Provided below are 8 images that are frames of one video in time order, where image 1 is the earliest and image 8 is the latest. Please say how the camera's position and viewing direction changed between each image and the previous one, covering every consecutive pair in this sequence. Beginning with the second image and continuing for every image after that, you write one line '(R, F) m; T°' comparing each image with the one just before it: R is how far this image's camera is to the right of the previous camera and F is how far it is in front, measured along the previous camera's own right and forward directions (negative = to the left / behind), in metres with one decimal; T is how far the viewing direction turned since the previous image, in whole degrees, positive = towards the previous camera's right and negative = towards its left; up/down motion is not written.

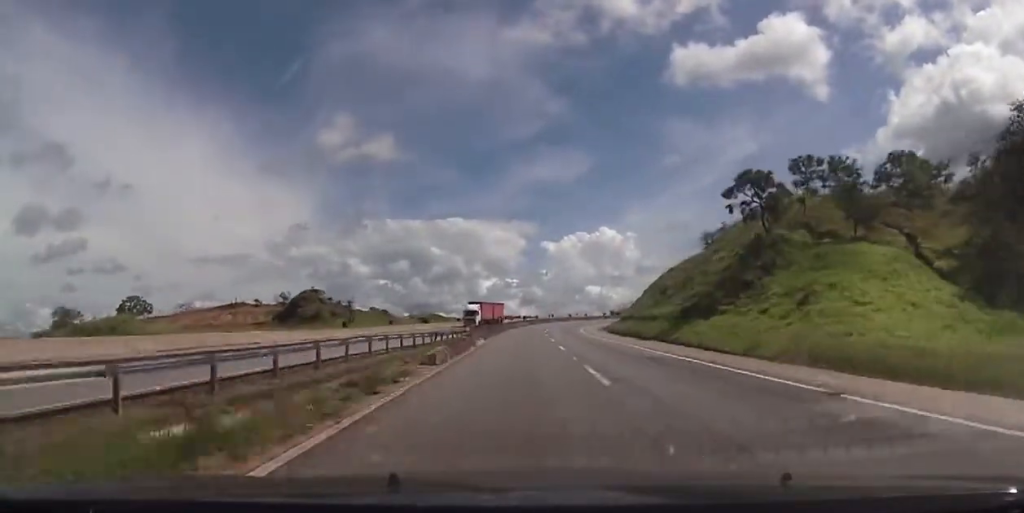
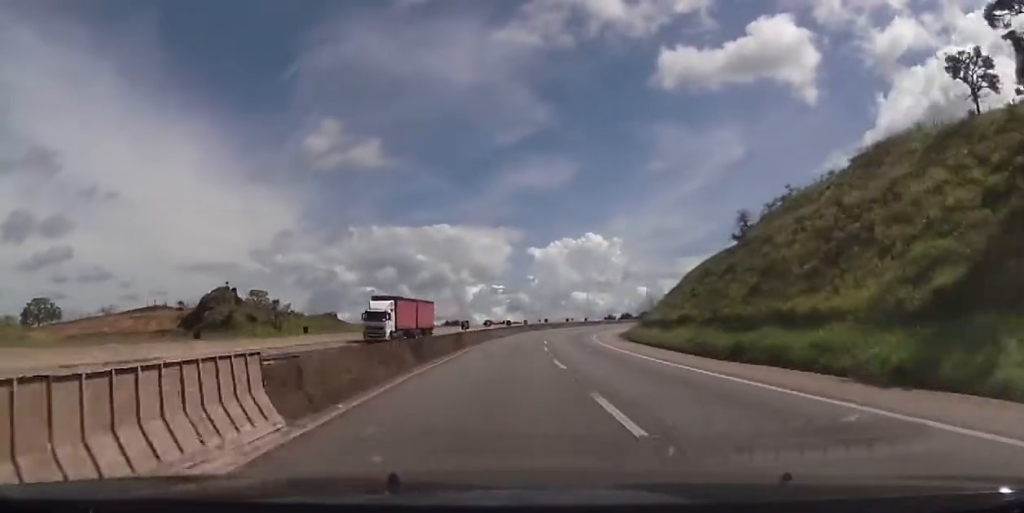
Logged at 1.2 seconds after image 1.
(+0.3, +31.9) m; 0°
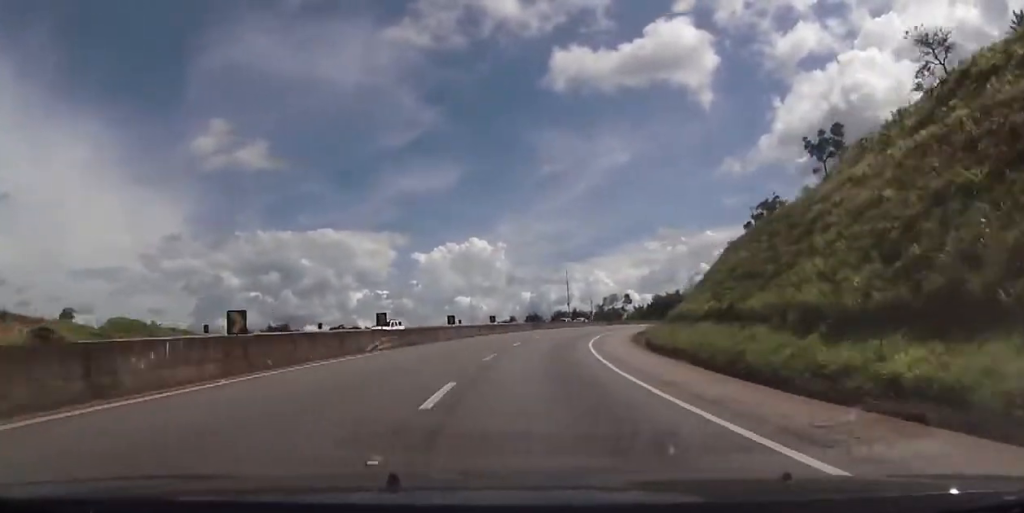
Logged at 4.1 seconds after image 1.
(+3.5, +73.0) m; +9°
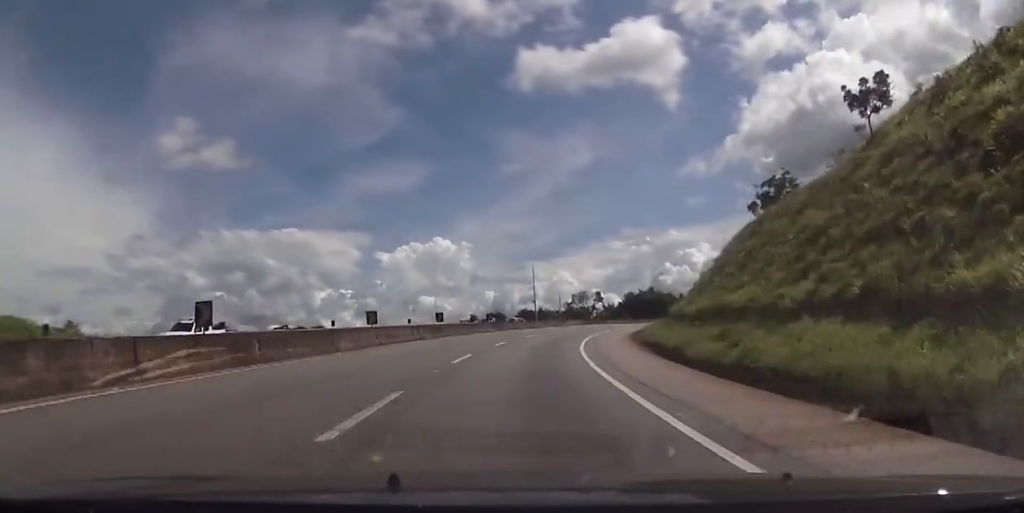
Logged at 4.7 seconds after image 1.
(+0.2, +15.4) m; +3°
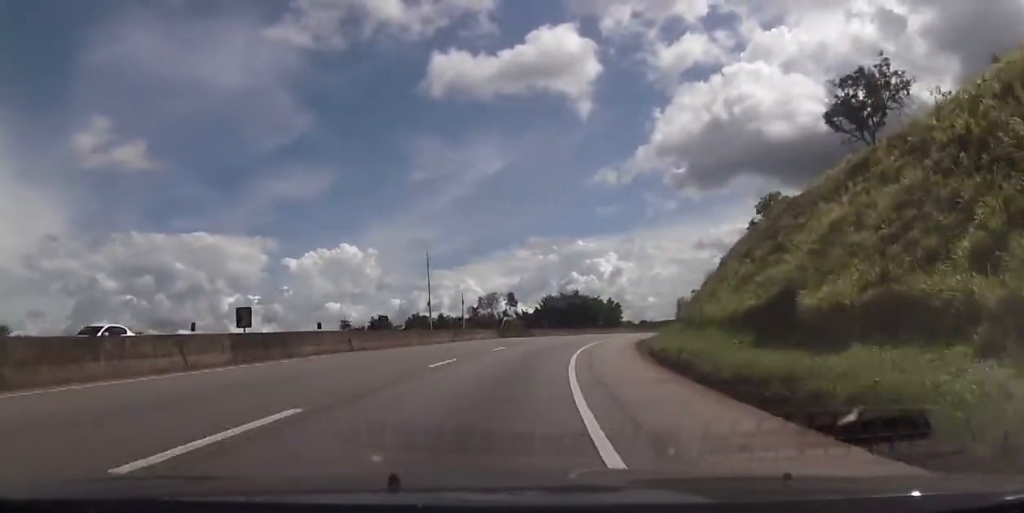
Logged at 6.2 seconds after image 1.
(+1.9, +39.1) m; +6°
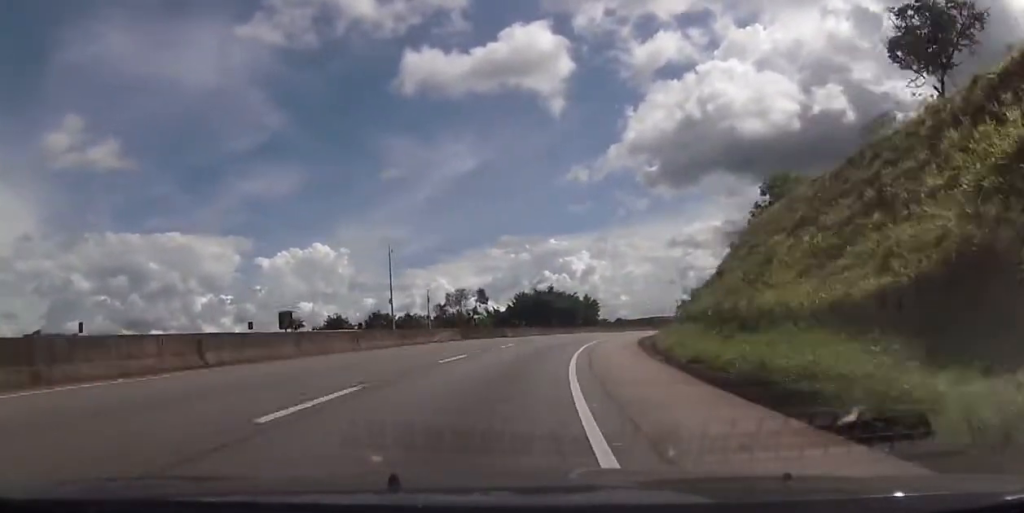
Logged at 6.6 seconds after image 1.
(0.0, +11.0) m; +2°
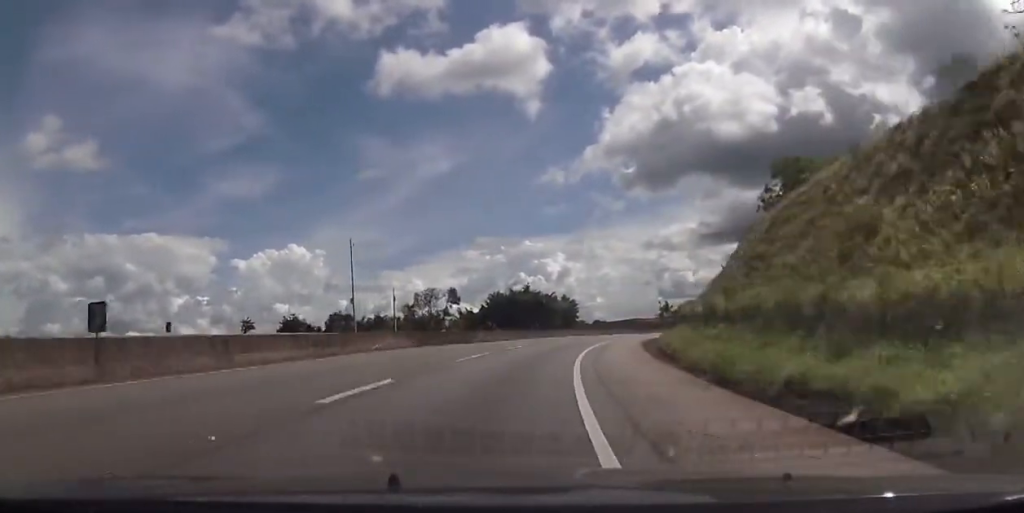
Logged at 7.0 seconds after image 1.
(+0.5, +10.1) m; +2°
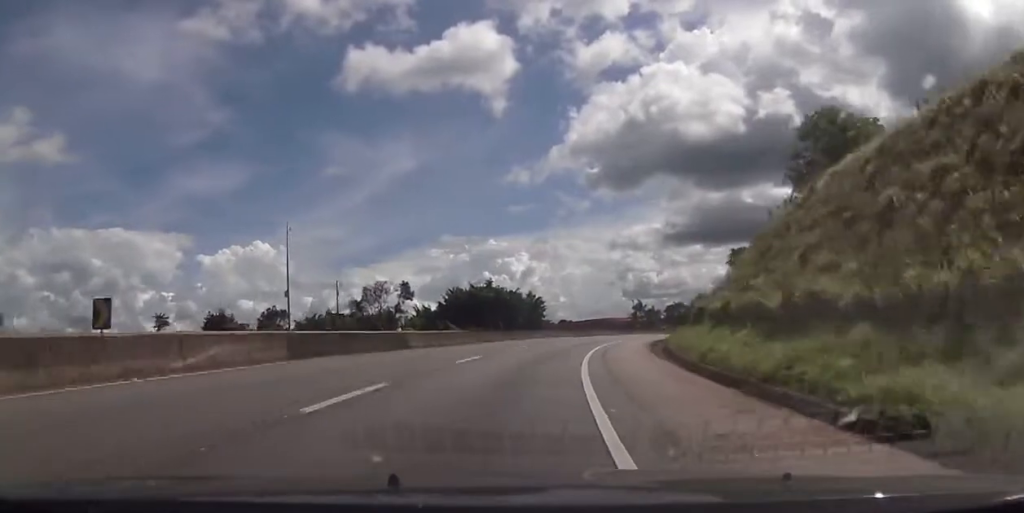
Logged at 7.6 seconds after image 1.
(+0.3, +14.3) m; +3°
